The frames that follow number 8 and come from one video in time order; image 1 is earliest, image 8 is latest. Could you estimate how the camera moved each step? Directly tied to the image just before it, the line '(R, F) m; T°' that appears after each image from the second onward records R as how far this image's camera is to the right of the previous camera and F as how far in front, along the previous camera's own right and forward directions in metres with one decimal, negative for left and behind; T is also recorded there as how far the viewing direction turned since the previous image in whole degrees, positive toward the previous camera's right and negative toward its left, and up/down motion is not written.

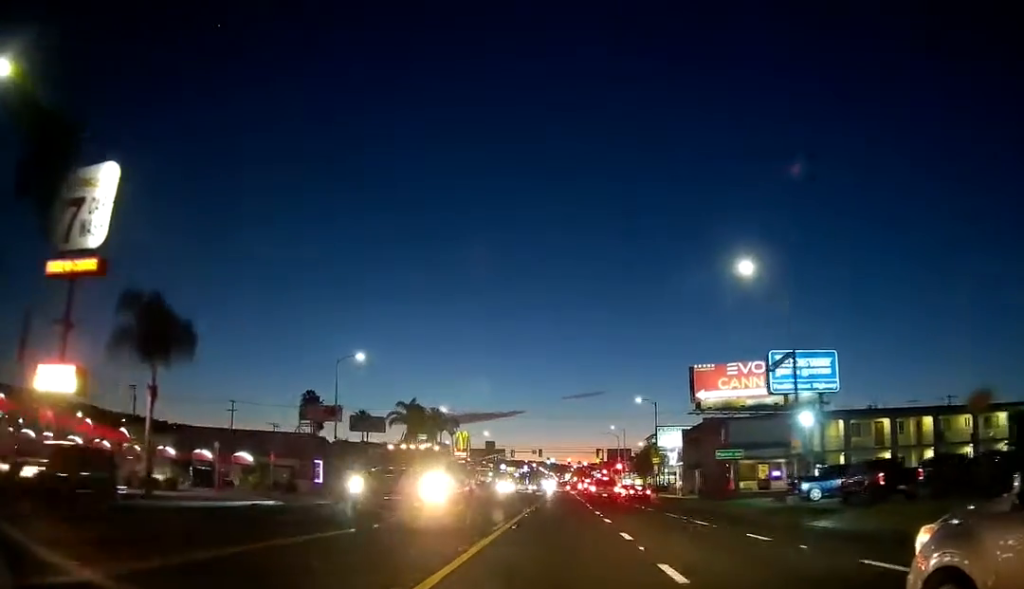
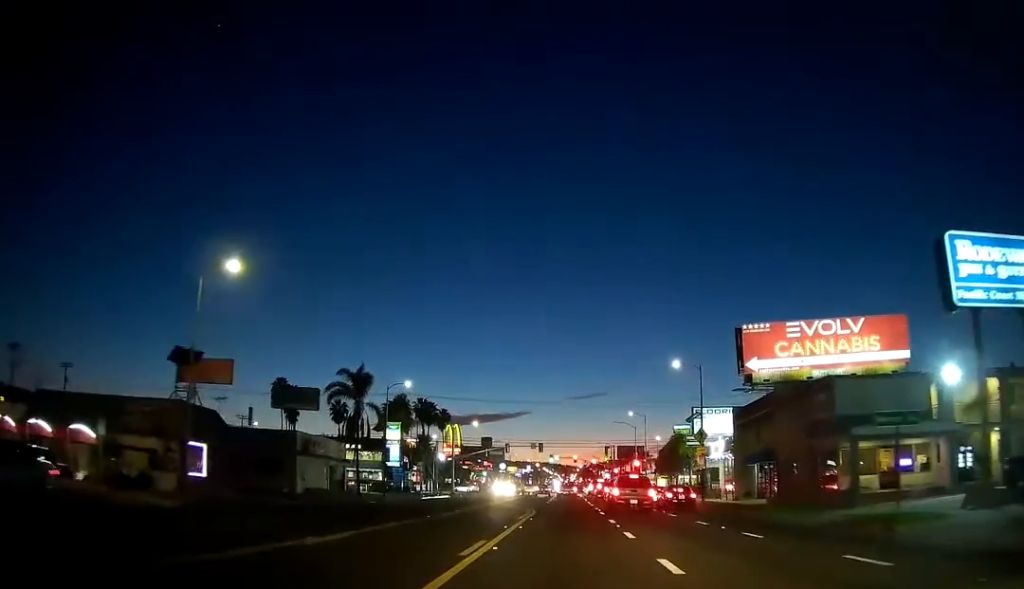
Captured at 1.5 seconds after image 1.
(+0.1, +22.5) m; +1°
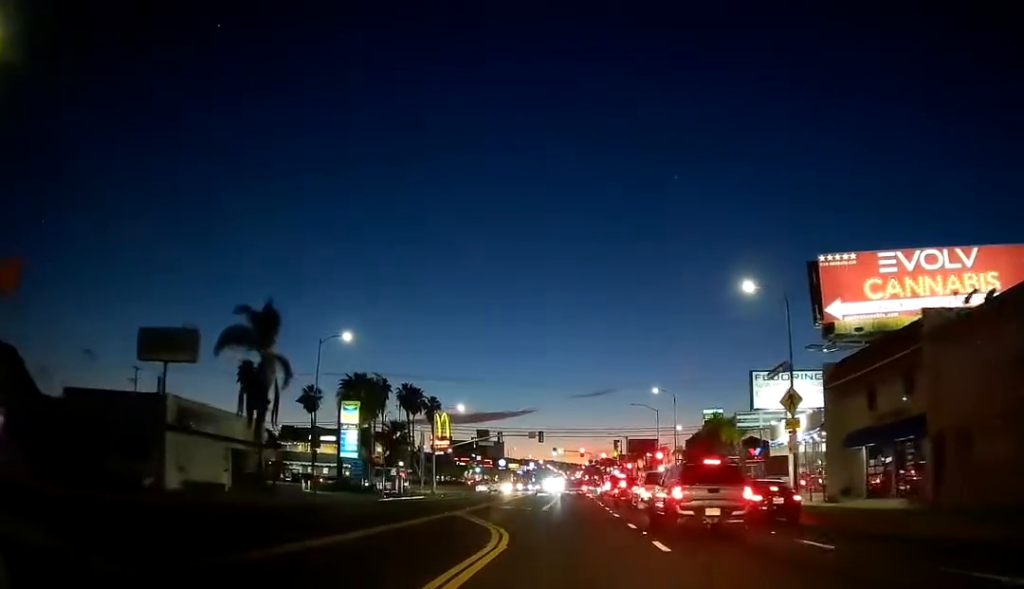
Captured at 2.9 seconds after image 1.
(0.0, +19.7) m; -1°
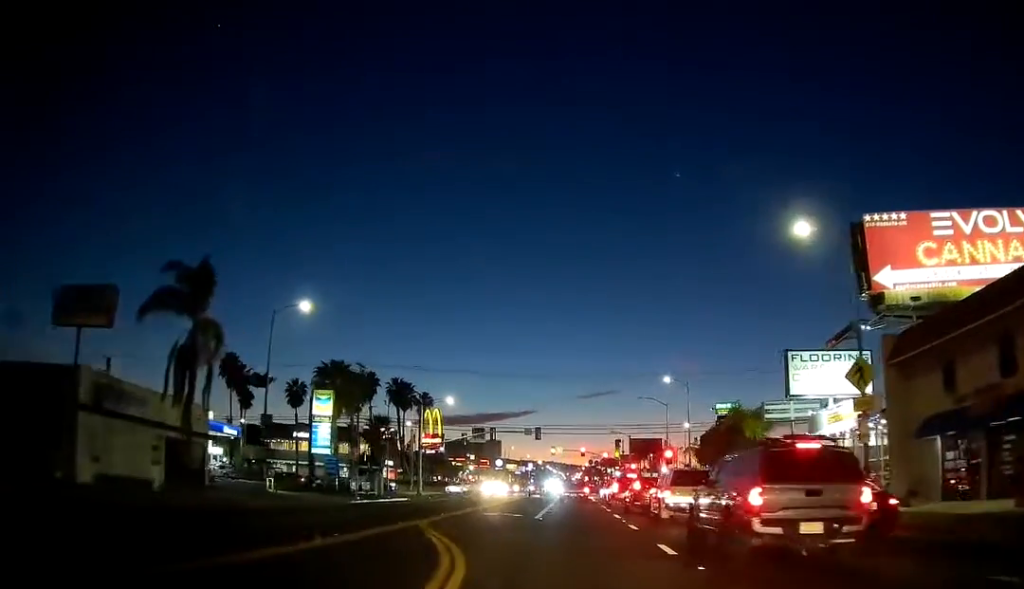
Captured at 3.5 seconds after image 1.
(0.0, +7.6) m; 0°
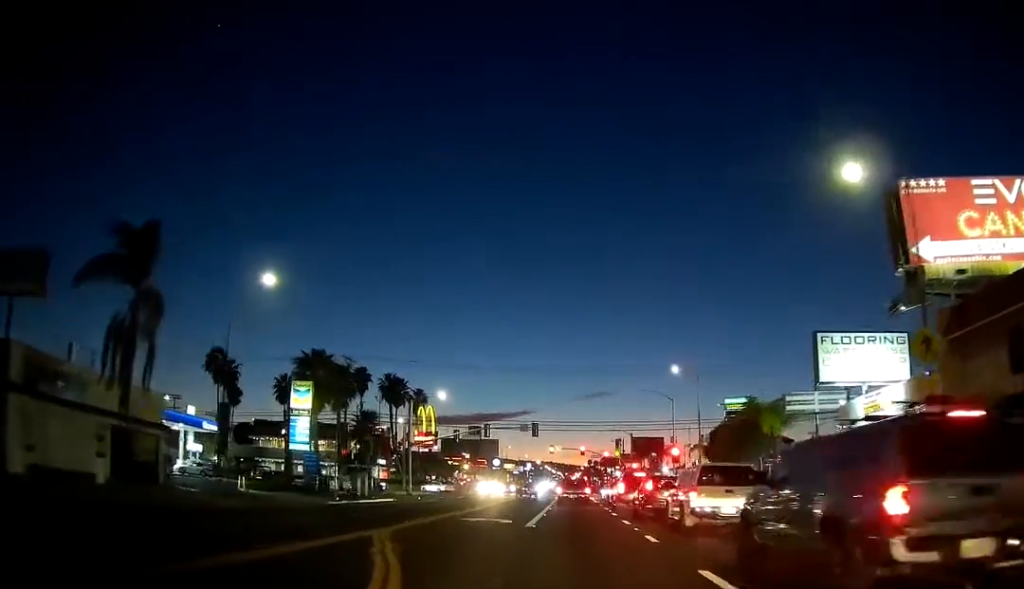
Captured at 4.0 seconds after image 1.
(0.0, +5.3) m; 0°
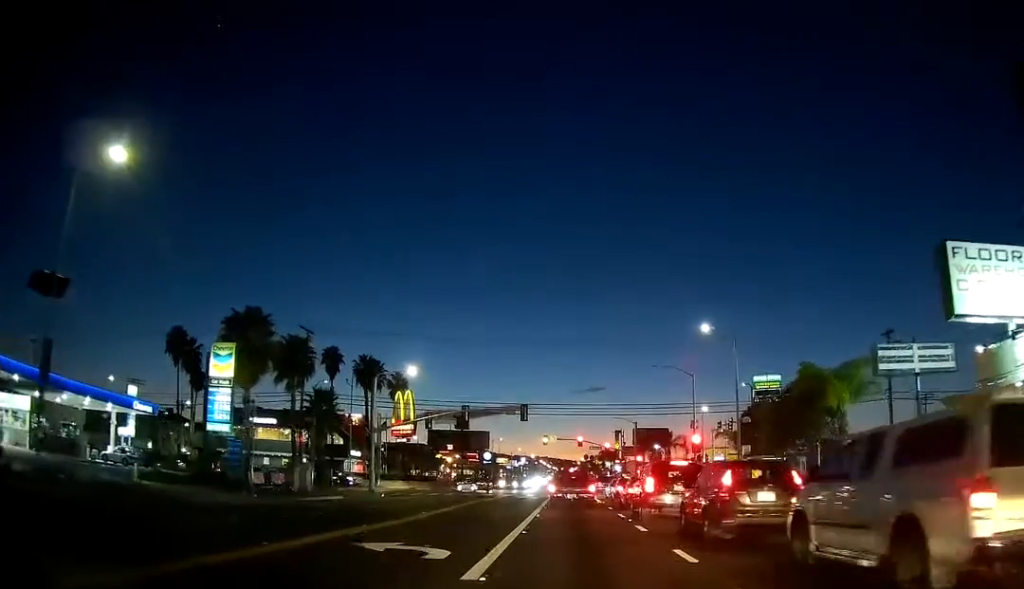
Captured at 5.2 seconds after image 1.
(0.0, +13.7) m; 0°
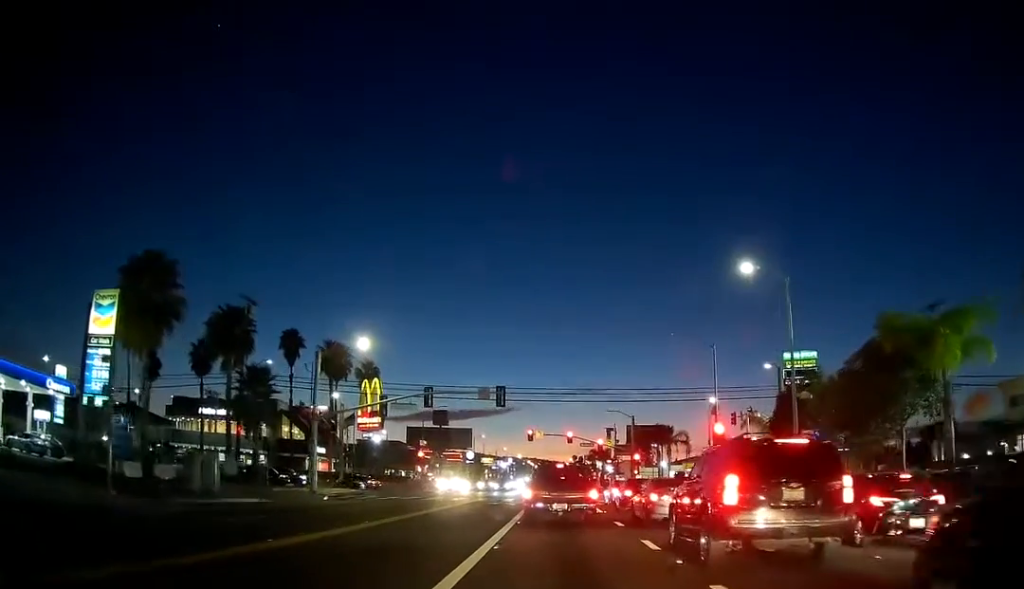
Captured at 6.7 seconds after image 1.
(+0.2, +12.8) m; +1°
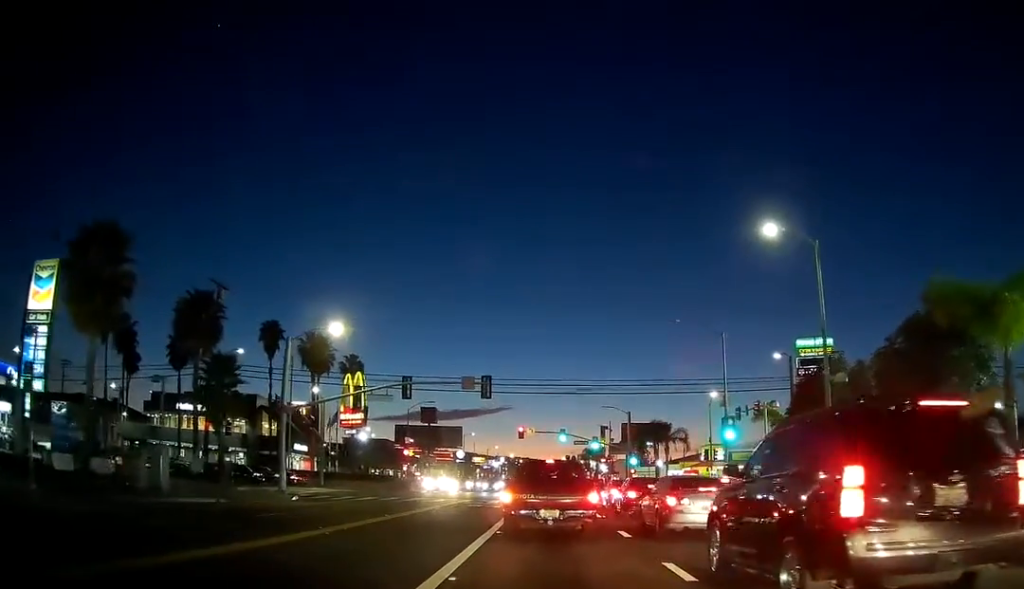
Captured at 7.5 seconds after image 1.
(0.0, +5.4) m; +1°
